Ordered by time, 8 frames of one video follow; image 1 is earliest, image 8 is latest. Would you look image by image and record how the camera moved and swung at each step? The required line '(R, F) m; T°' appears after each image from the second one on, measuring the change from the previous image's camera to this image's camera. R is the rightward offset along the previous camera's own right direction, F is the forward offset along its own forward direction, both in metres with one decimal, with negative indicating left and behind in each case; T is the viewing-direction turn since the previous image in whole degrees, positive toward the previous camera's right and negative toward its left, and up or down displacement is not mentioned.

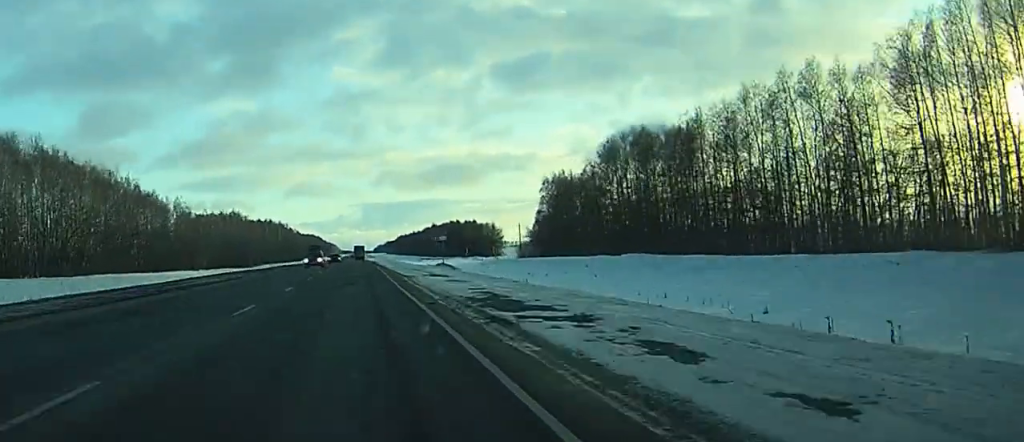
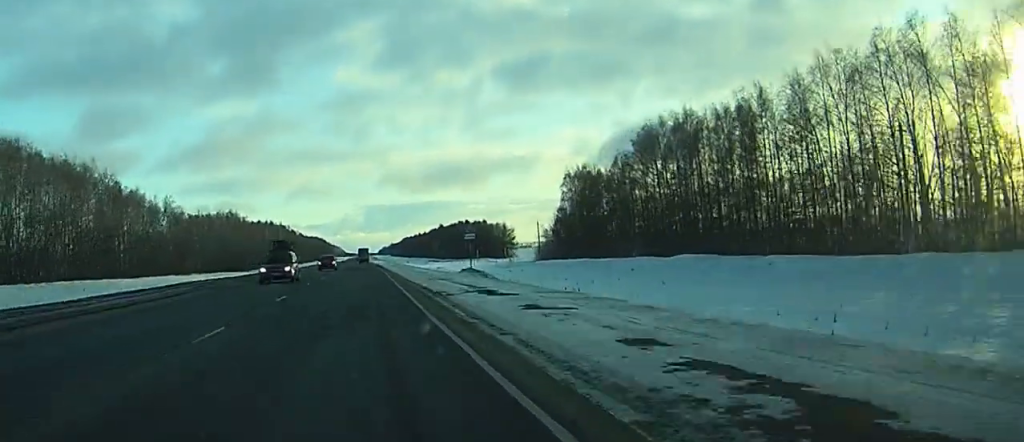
(0.0, +16.4) m; +1°
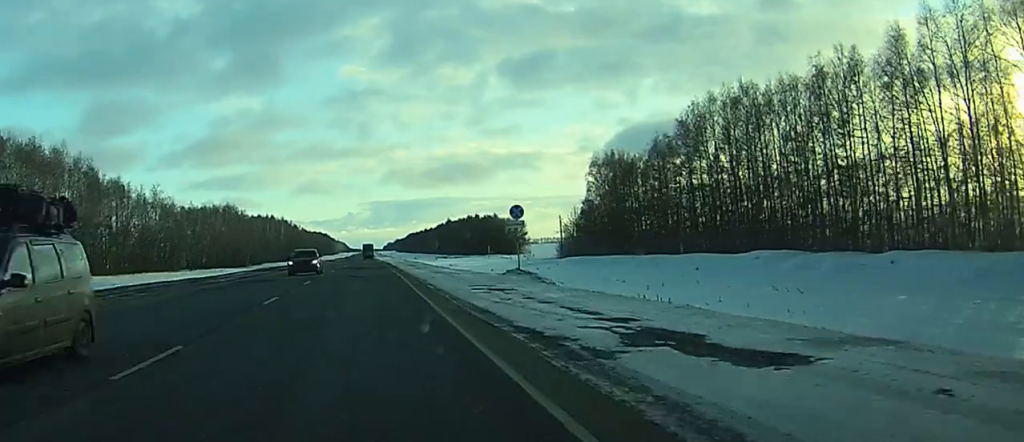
(0.0, +16.4) m; 0°
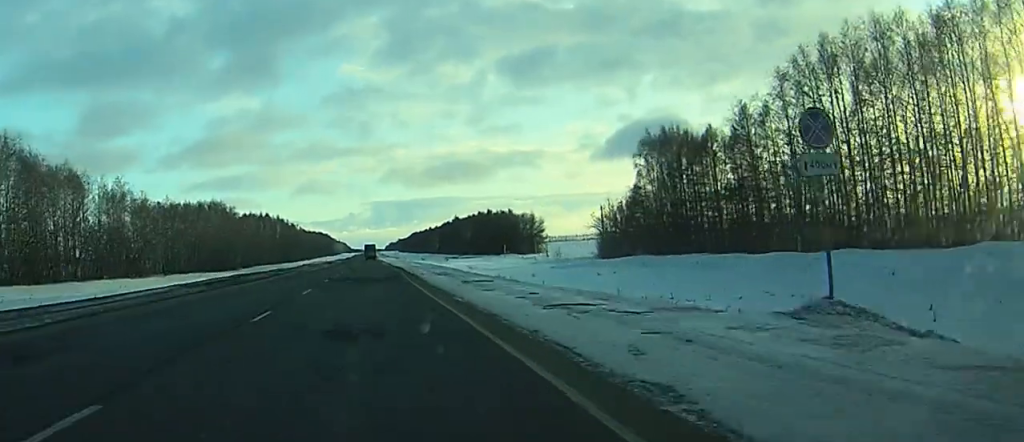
(+0.2, +28.3) m; -1°
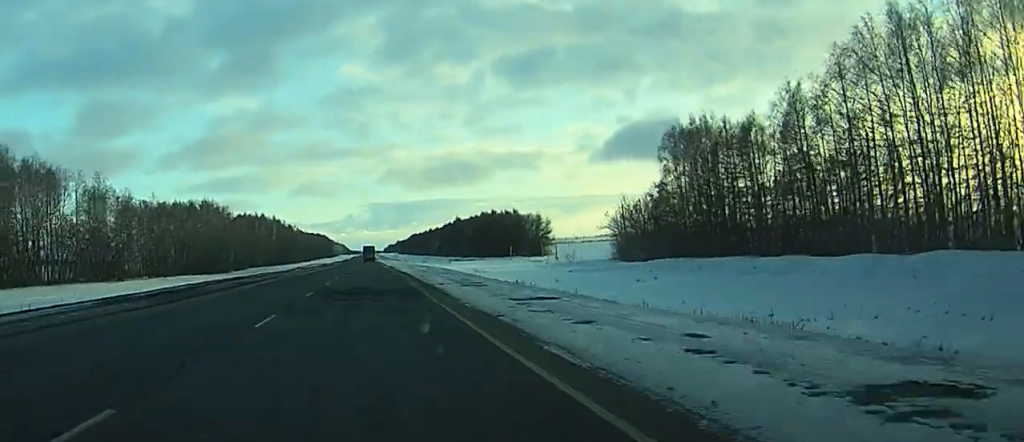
(-0.5, +11.9) m; -1°
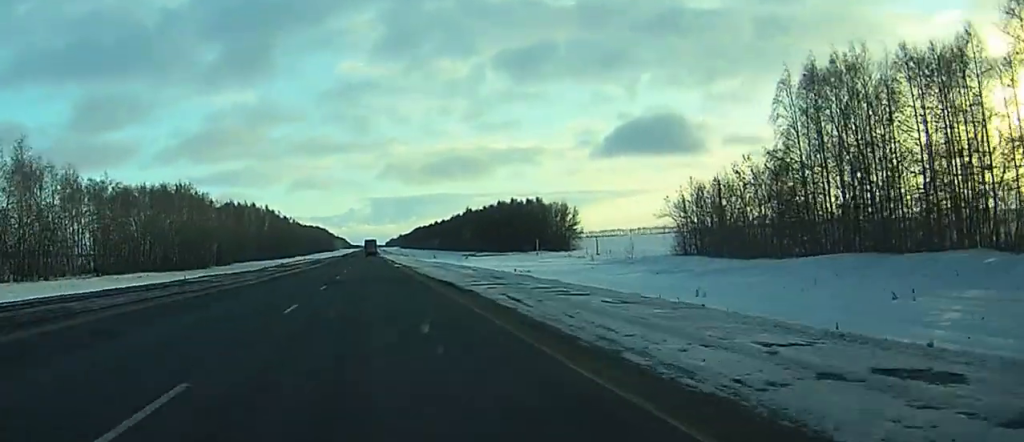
(+0.2, +34.8) m; +1°
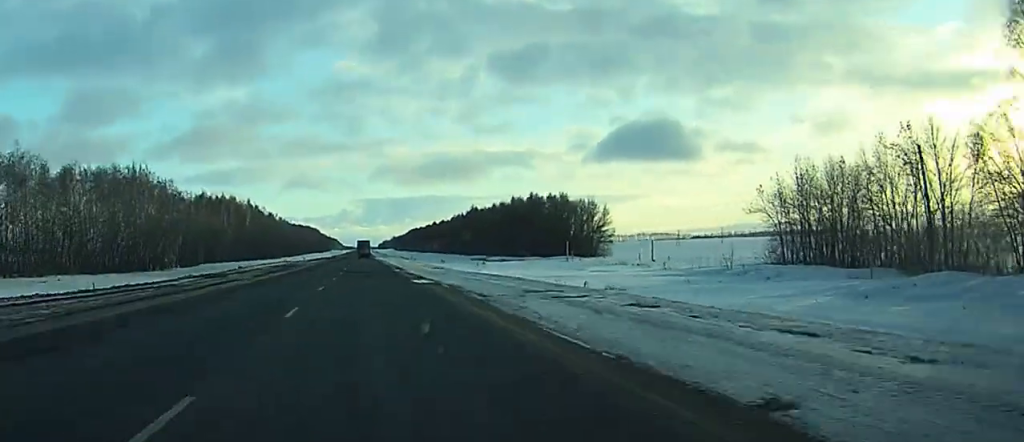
(0.0, +36.7) m; 0°
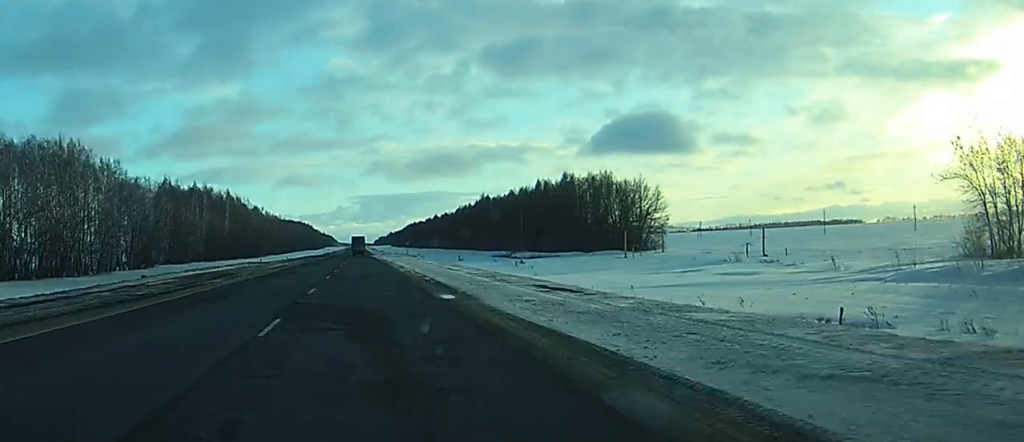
(+0.2, +39.6) m; +1°
